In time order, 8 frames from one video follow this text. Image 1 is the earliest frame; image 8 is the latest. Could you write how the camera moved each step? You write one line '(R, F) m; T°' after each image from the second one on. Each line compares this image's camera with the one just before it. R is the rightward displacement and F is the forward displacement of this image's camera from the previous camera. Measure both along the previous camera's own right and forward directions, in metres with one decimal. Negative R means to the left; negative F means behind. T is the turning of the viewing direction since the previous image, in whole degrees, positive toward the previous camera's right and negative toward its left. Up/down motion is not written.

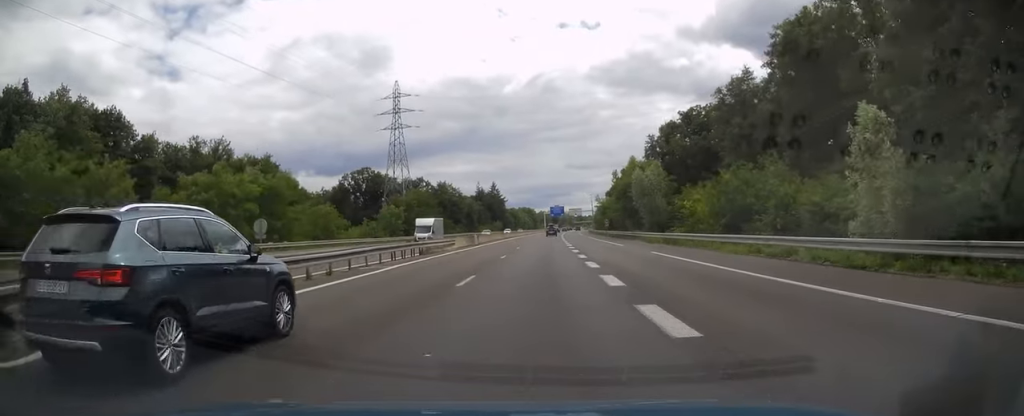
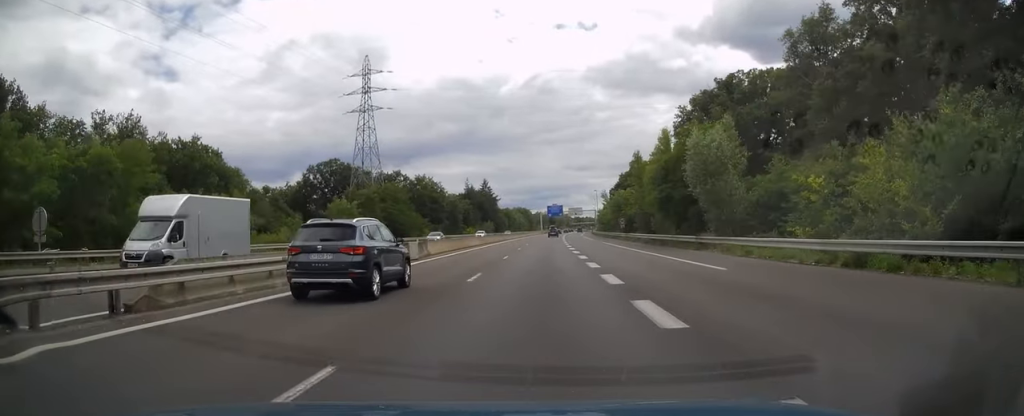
(+0.1, +25.1) m; 0°
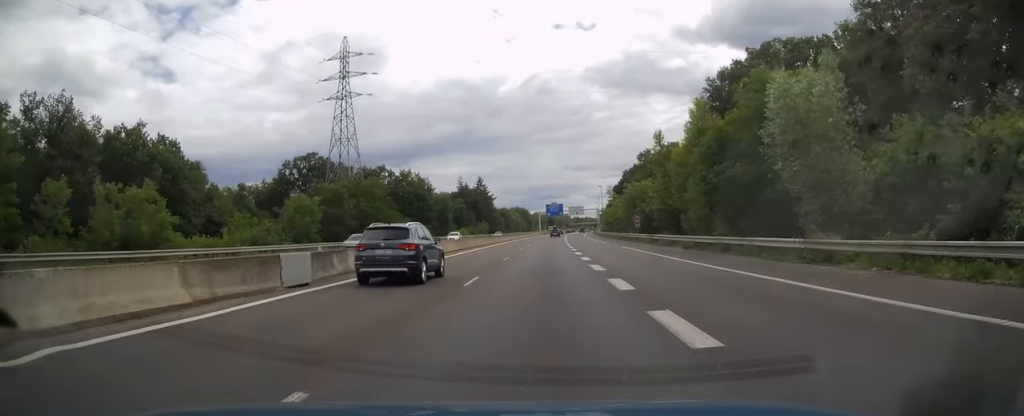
(0.0, +14.3) m; 0°
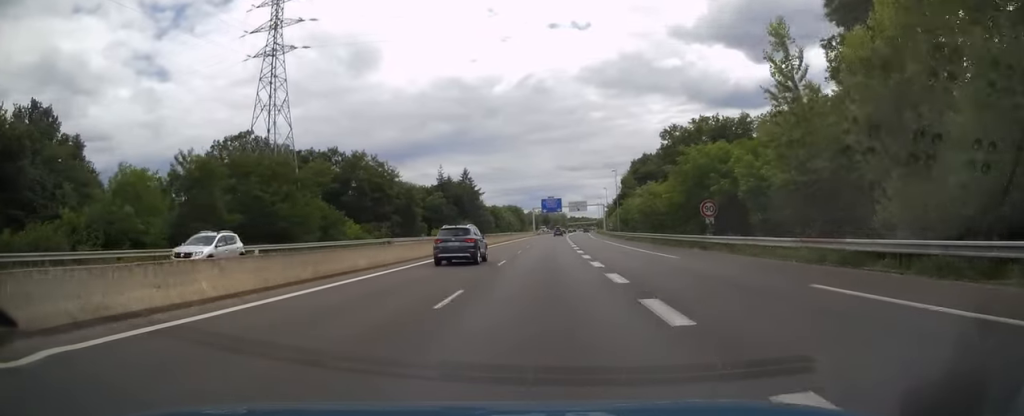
(+0.1, +31.1) m; 0°
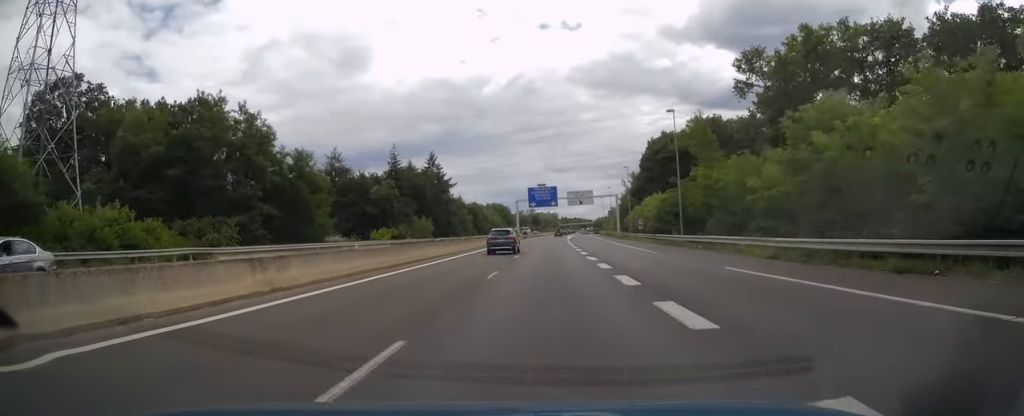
(+0.2, +45.8) m; +1°
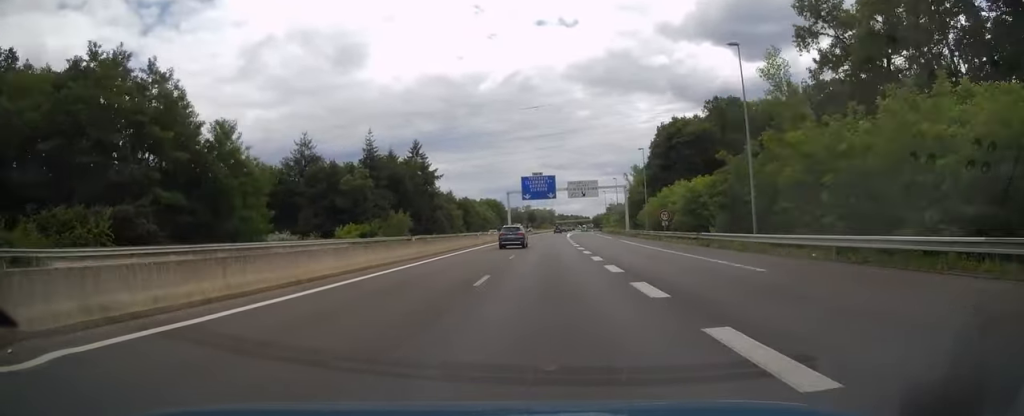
(+0.1, +16.2) m; 0°
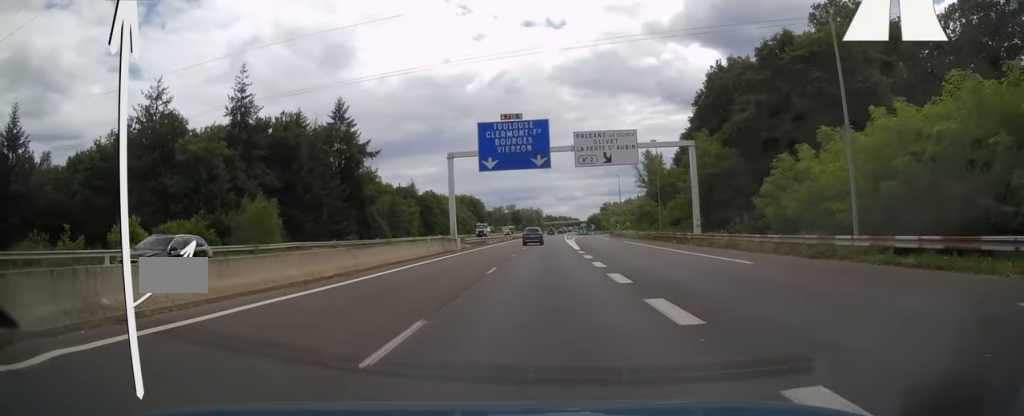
(+0.5, +48.2) m; +1°
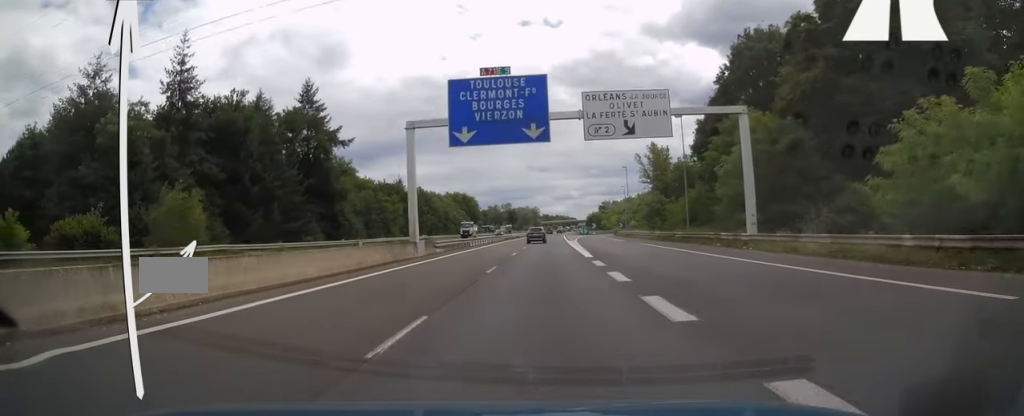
(0.0, +12.8) m; 0°
